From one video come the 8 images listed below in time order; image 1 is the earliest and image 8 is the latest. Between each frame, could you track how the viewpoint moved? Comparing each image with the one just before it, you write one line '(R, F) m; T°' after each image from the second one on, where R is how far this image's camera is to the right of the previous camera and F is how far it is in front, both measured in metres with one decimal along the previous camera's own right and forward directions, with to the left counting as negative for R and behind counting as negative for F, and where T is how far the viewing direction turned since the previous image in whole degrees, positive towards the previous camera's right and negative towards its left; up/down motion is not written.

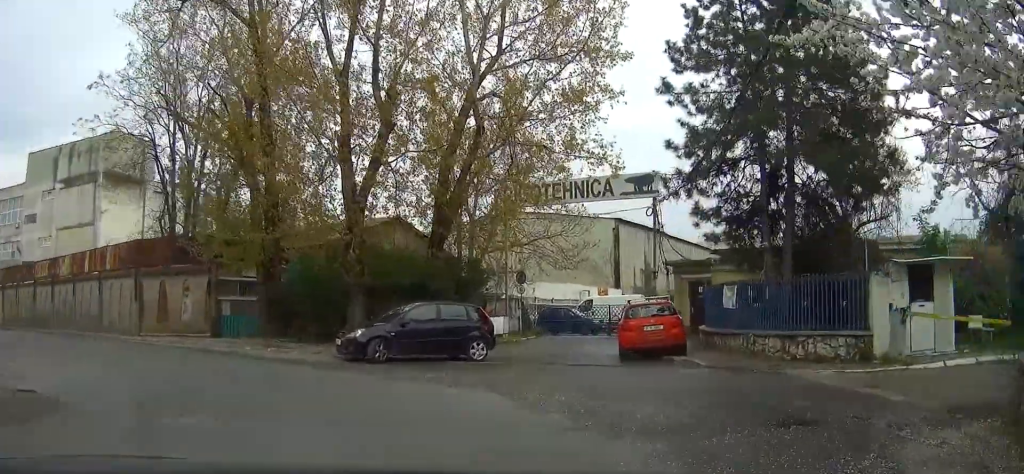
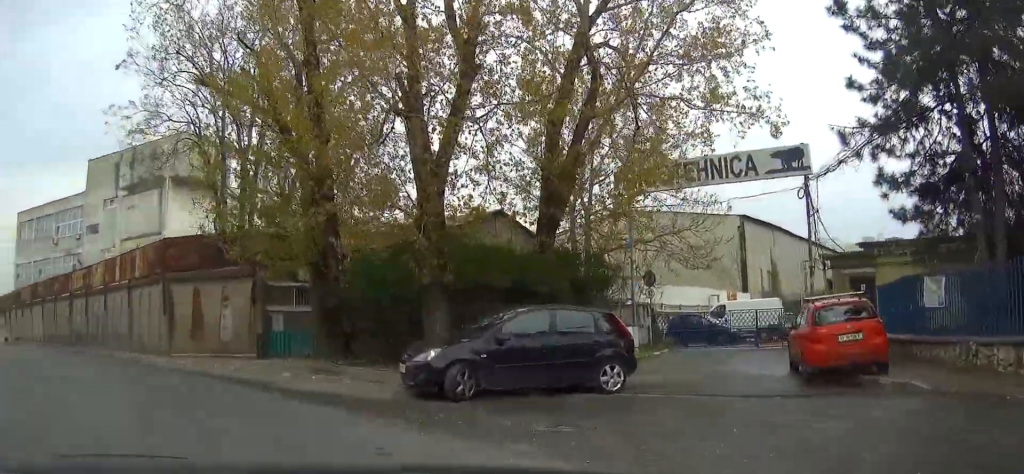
(-0.4, +6.6) m; -12°
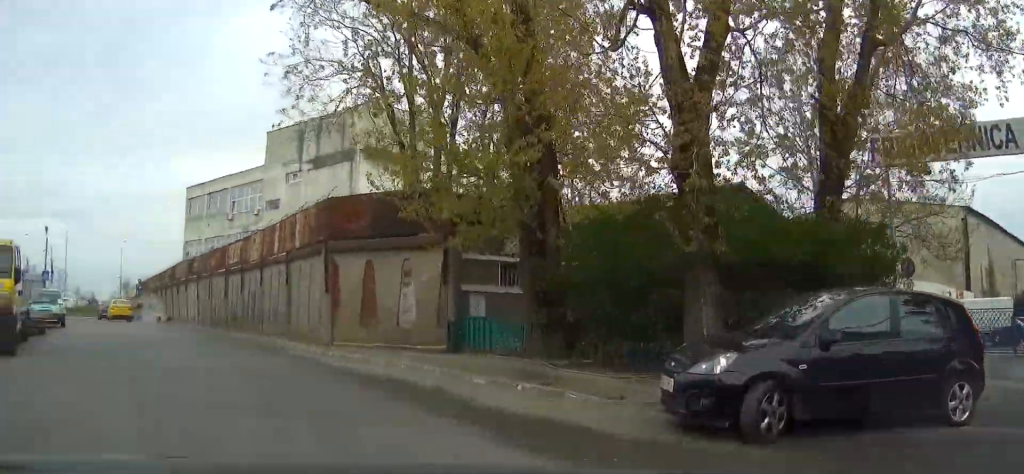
(-0.6, +4.9) m; -17°
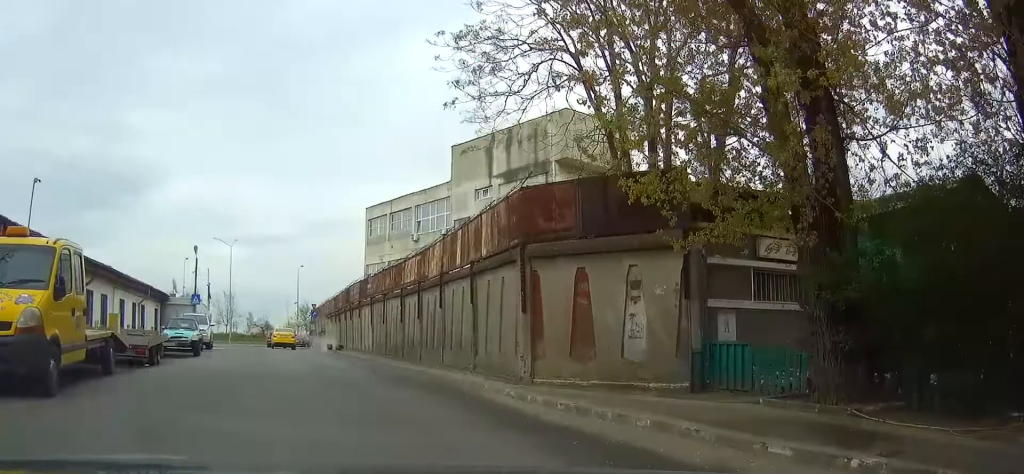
(-0.7, +4.1) m; -10°
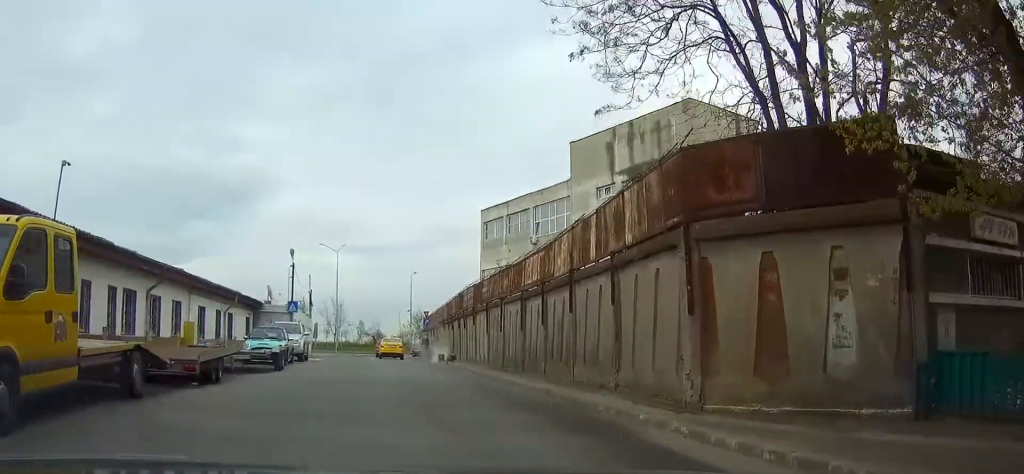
(-0.2, +3.1) m; -5°
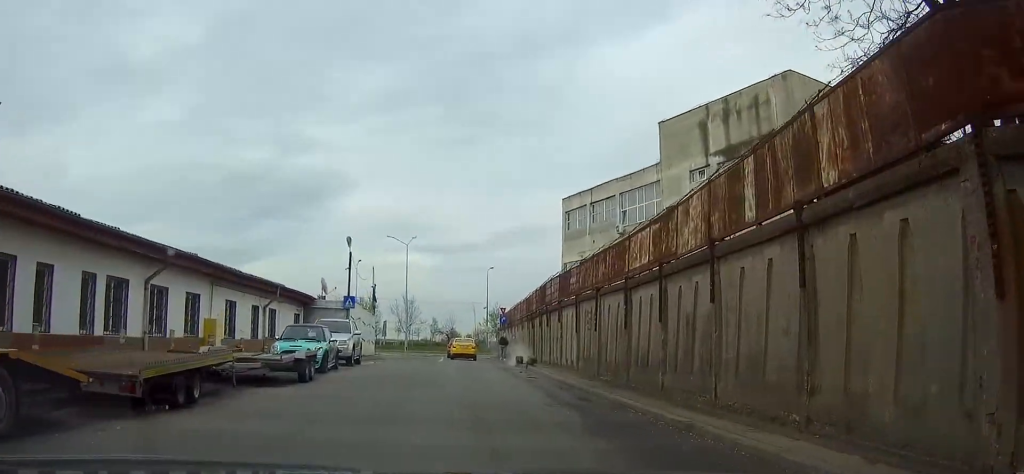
(-0.2, +4.5) m; -4°
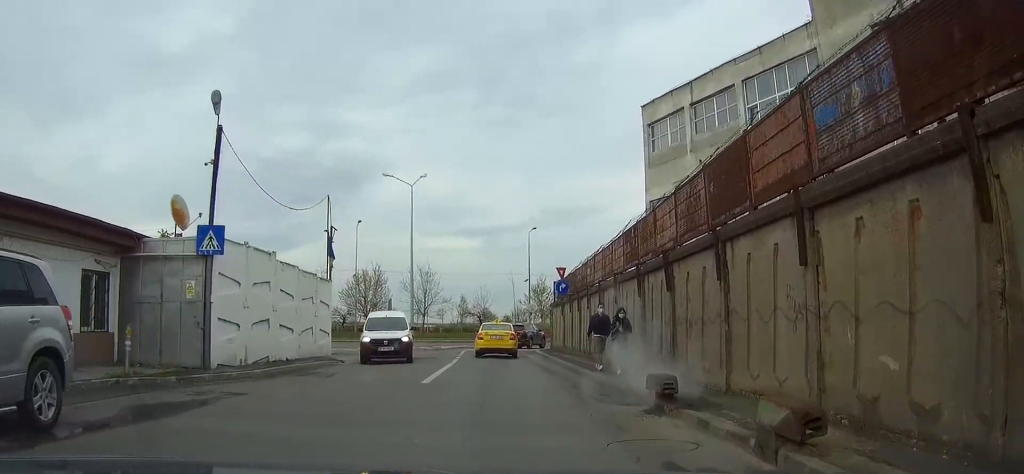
(-1.9, +20.2) m; -9°
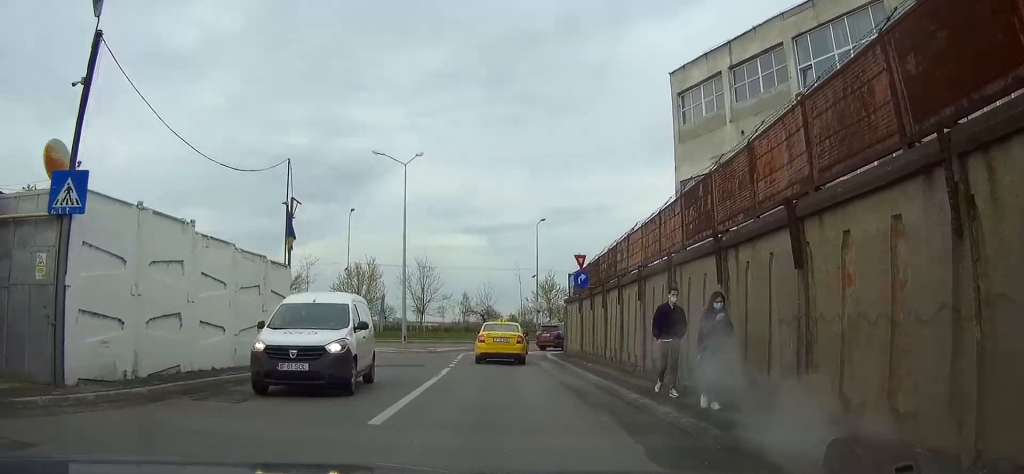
(-0.1, +6.2) m; -2°
